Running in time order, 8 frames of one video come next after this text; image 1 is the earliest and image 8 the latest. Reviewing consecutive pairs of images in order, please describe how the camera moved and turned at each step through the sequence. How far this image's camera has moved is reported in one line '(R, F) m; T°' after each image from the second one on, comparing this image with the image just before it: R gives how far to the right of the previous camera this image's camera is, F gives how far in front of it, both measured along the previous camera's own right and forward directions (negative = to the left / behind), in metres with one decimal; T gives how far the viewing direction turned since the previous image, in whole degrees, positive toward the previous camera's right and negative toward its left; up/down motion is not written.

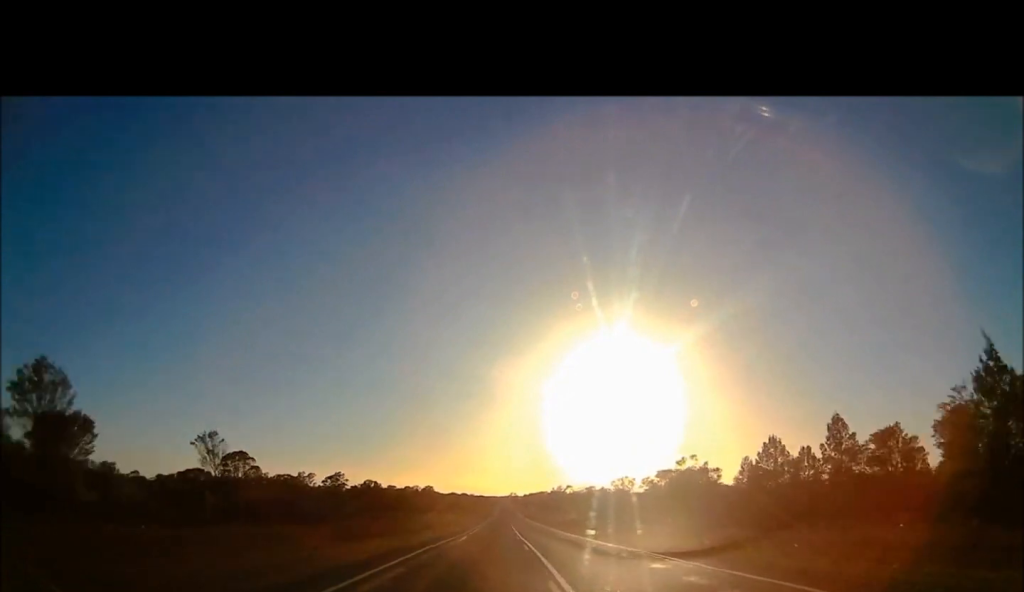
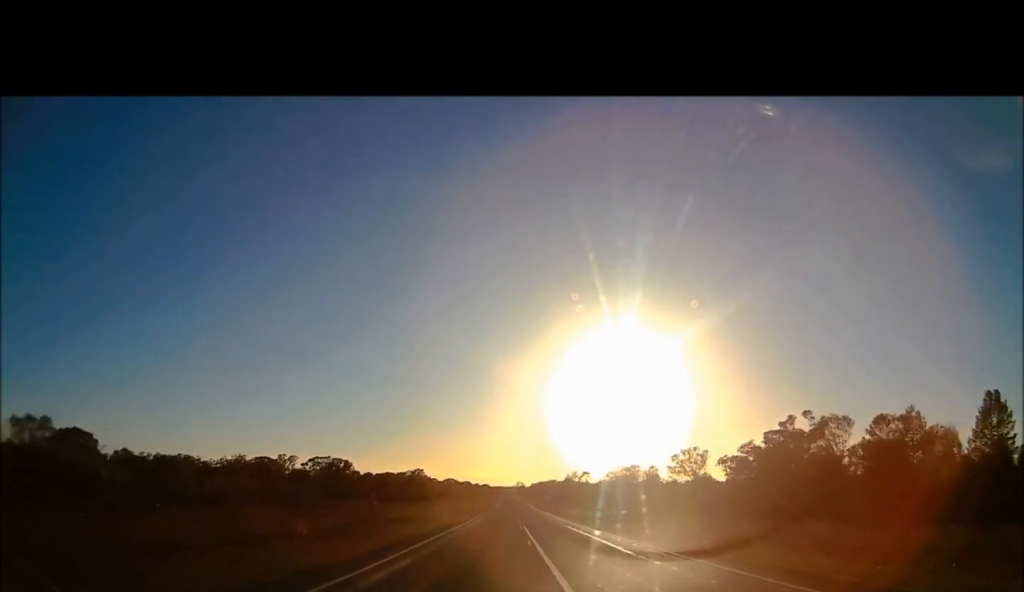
(-0.2, +38.2) m; -2°
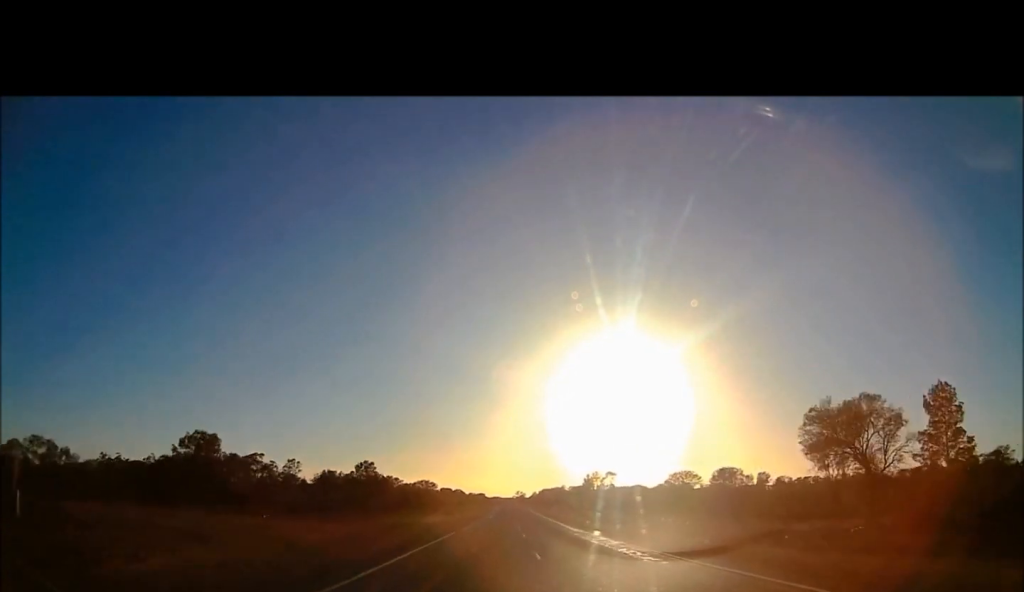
(-1.0, +62.7) m; -1°
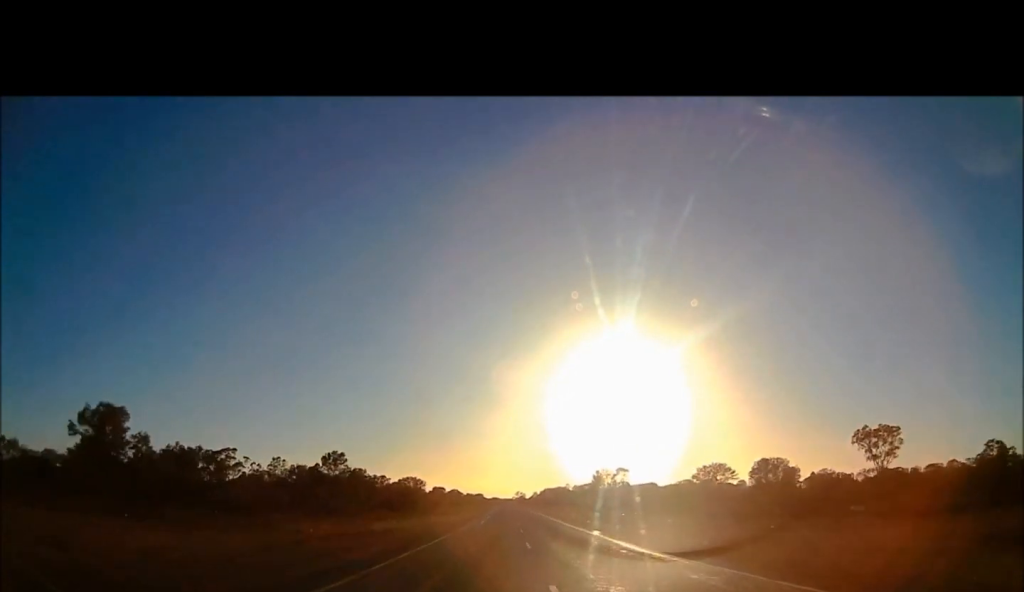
(0.0, +20.2) m; 0°
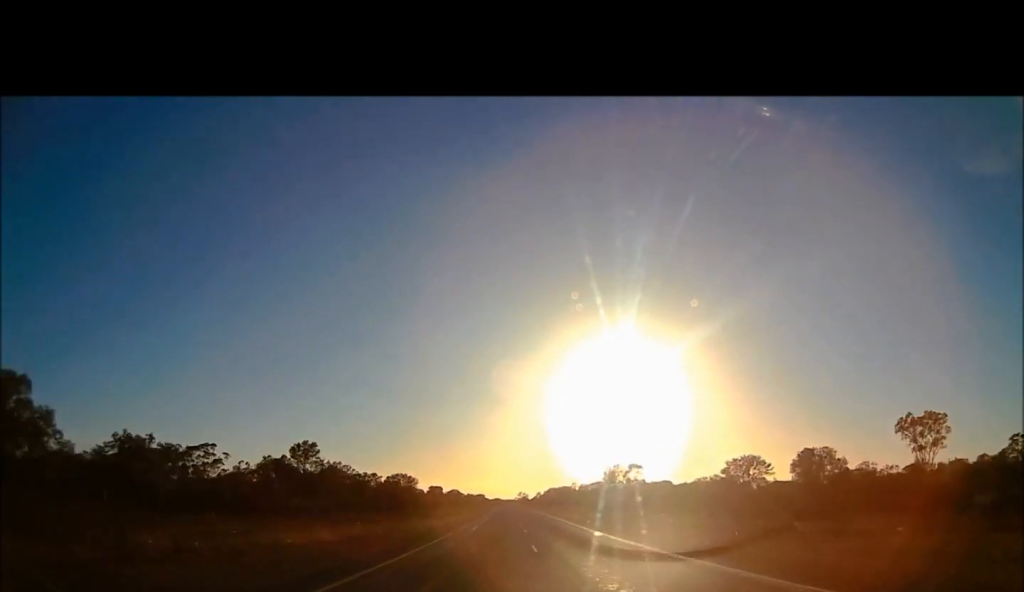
(0.0, +14.6) m; 0°
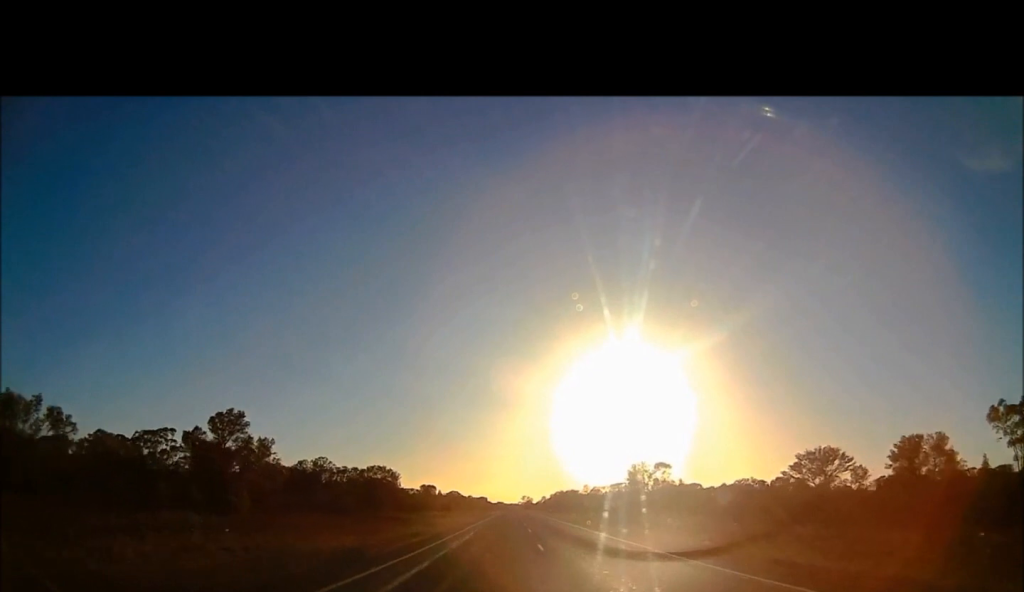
(0.0, +23.6) m; 0°
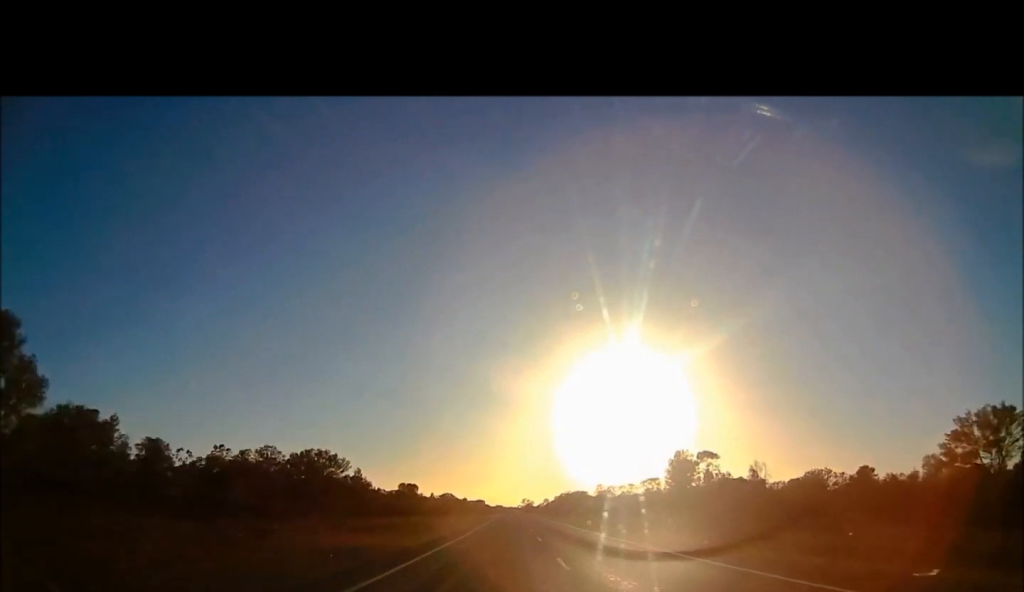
(0.0, +30.1) m; 0°
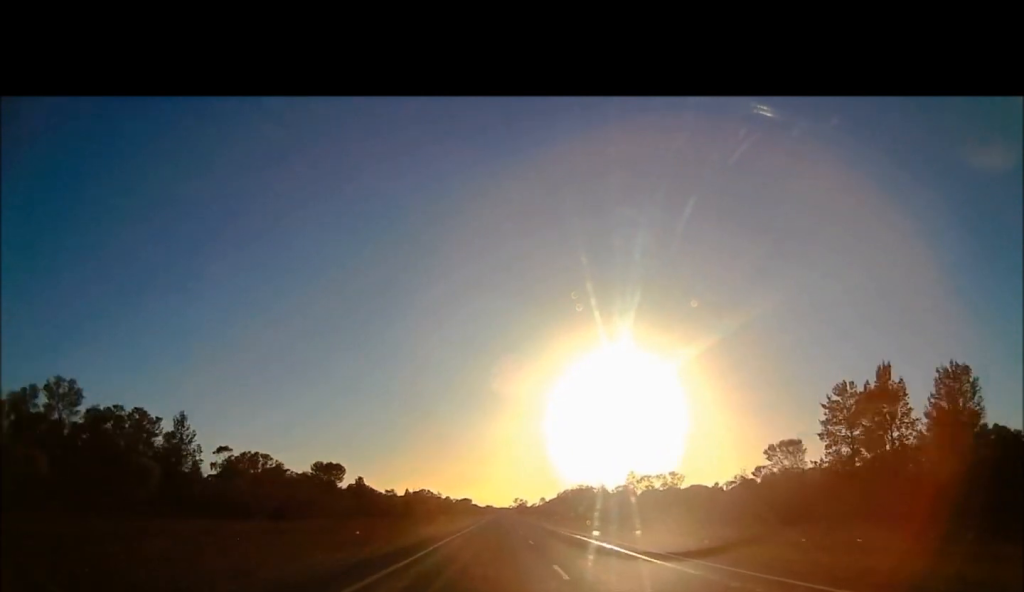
(0.0, +50.9) m; +2°
